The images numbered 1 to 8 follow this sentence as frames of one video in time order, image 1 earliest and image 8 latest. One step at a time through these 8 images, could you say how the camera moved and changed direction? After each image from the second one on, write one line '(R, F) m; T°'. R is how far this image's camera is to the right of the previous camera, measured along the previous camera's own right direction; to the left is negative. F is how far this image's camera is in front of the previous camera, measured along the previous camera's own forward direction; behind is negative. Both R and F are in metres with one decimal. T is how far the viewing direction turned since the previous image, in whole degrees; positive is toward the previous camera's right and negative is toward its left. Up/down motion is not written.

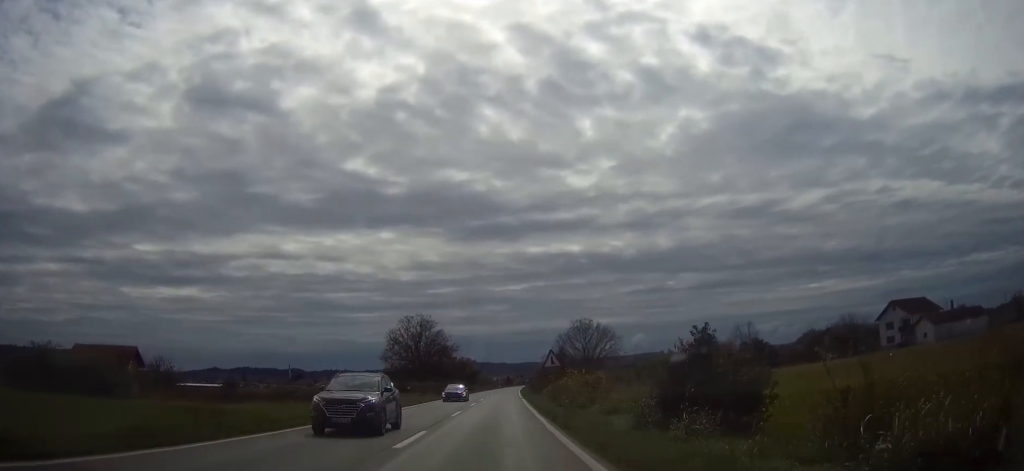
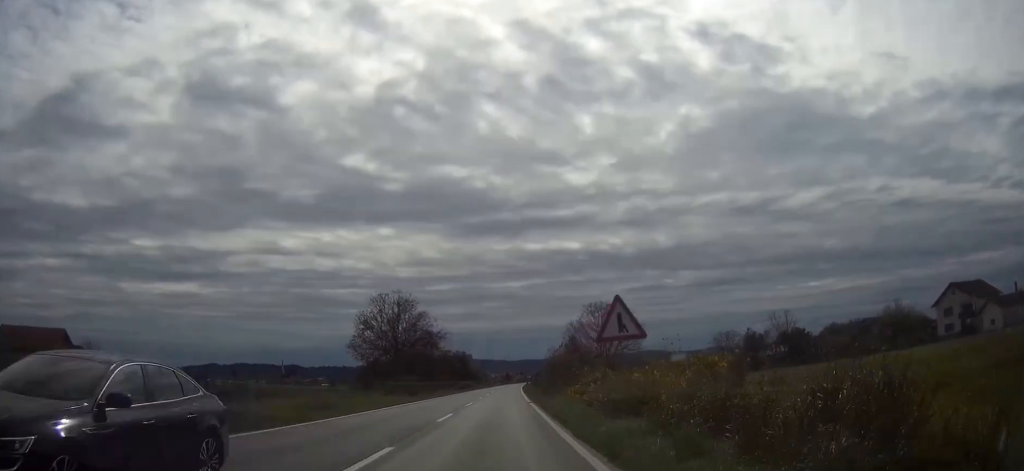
(+0.2, +21.0) m; +1°
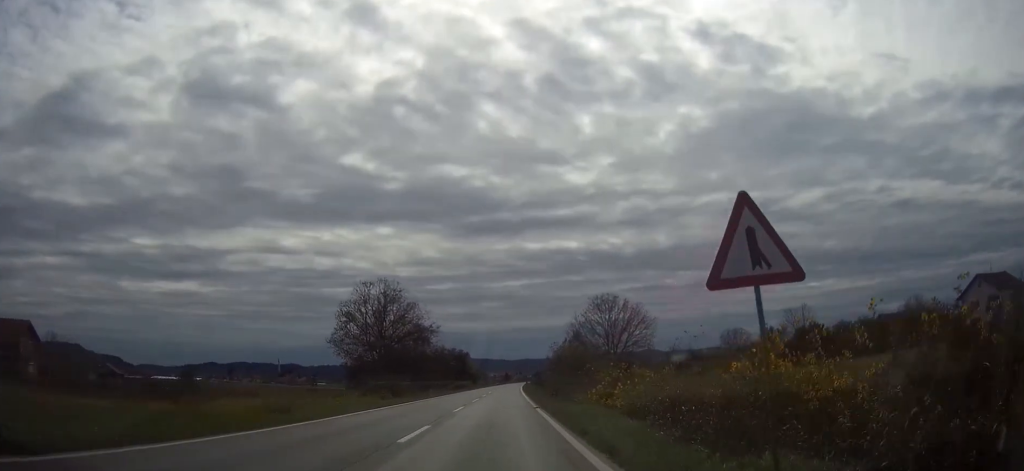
(0.0, +8.3) m; 0°
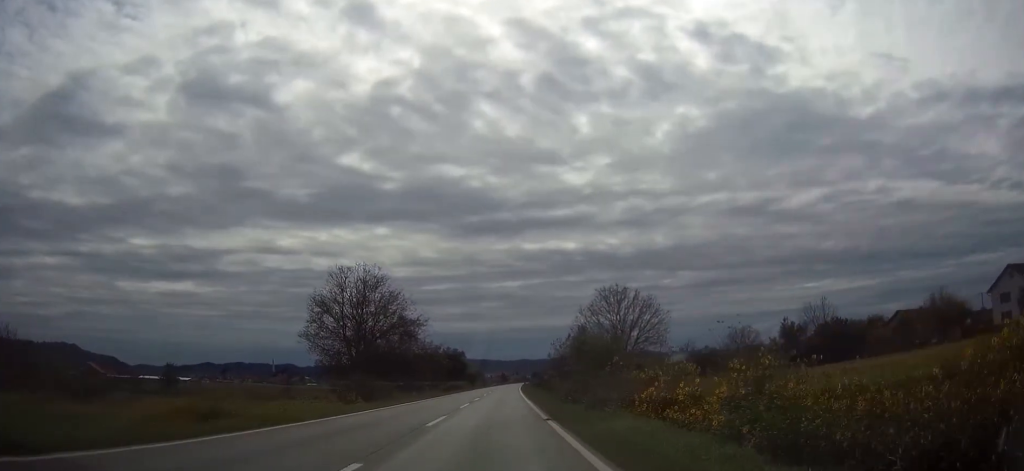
(-0.1, +9.3) m; 0°
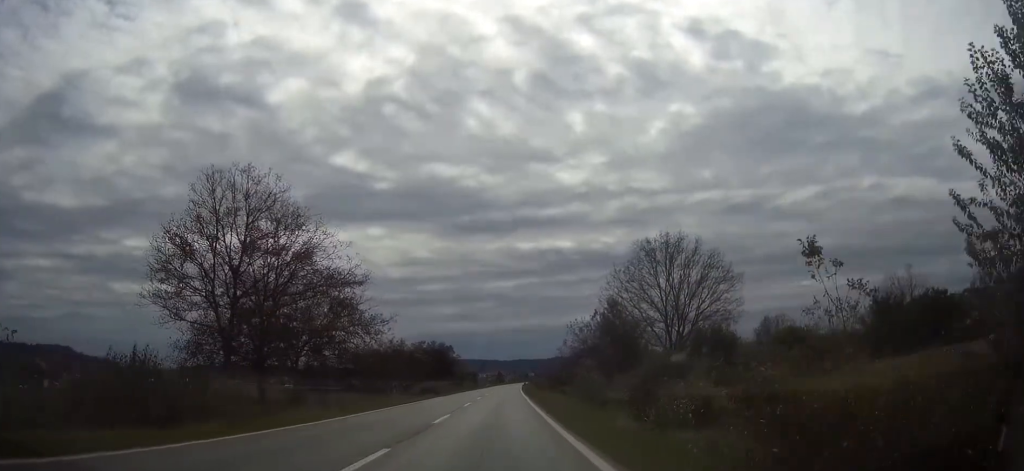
(+0.2, +27.9) m; 0°
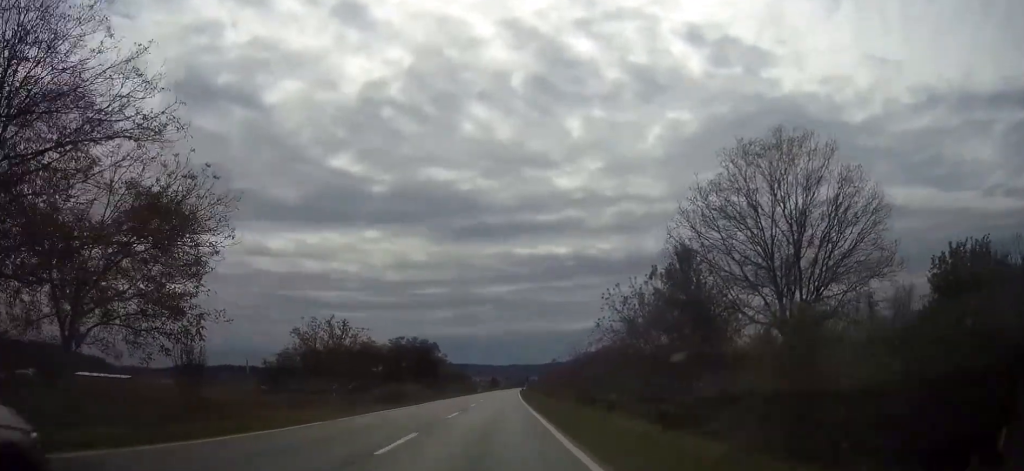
(0.0, +24.4) m; 0°
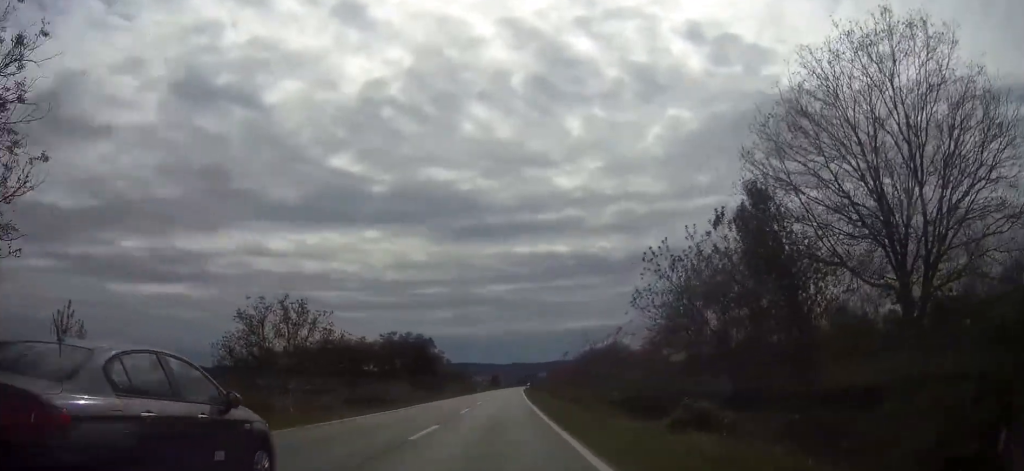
(0.0, +10.7) m; 0°
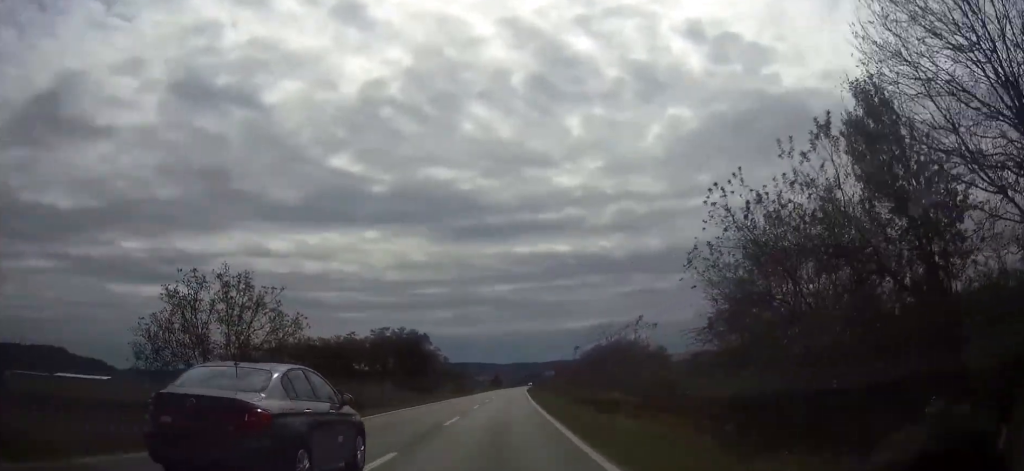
(0.0, +8.7) m; 0°
